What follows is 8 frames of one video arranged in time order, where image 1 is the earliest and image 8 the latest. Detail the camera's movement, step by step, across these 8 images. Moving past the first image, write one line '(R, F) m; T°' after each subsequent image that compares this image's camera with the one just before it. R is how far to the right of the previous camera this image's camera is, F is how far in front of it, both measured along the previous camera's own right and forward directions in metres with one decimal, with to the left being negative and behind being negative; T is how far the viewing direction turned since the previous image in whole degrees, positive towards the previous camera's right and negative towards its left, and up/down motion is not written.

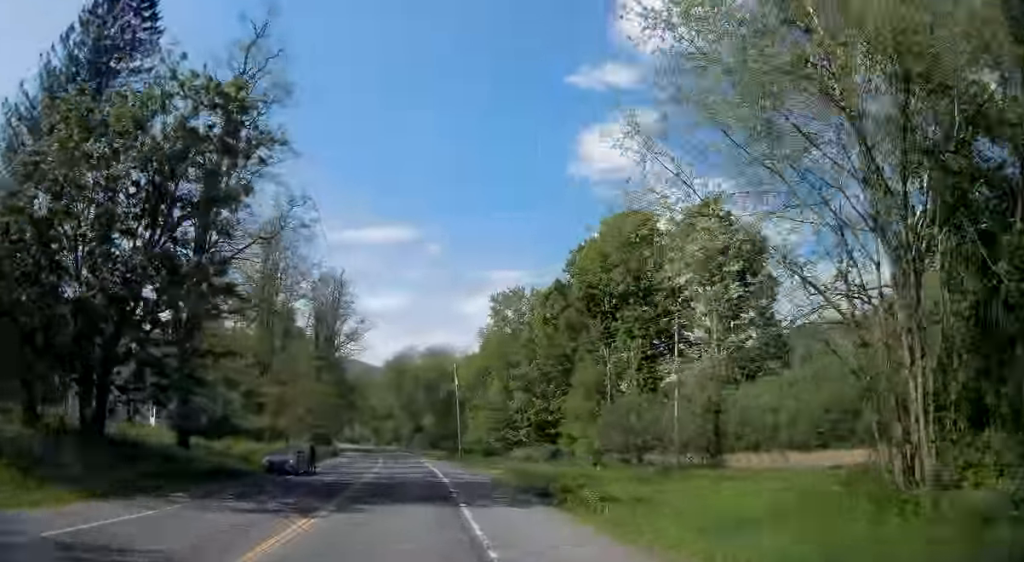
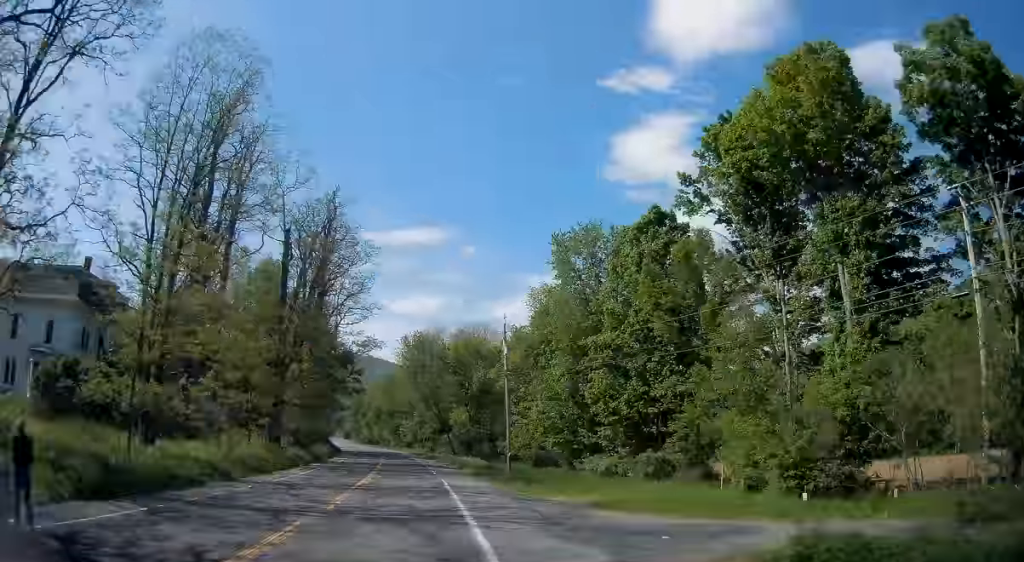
(-0.2, +27.7) m; -2°
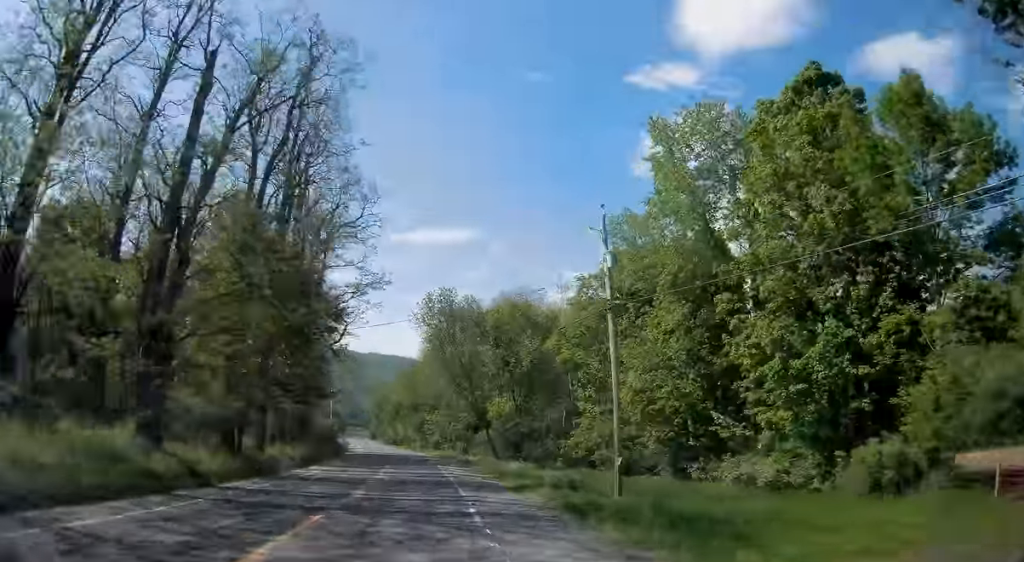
(-0.7, +23.2) m; -3°
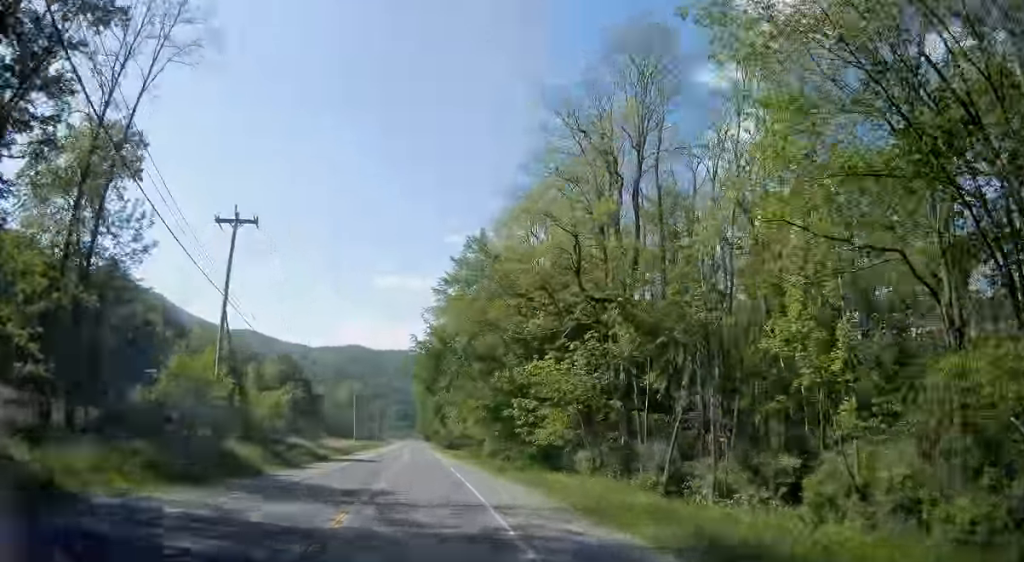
(-4.4, +66.5) m; -7°
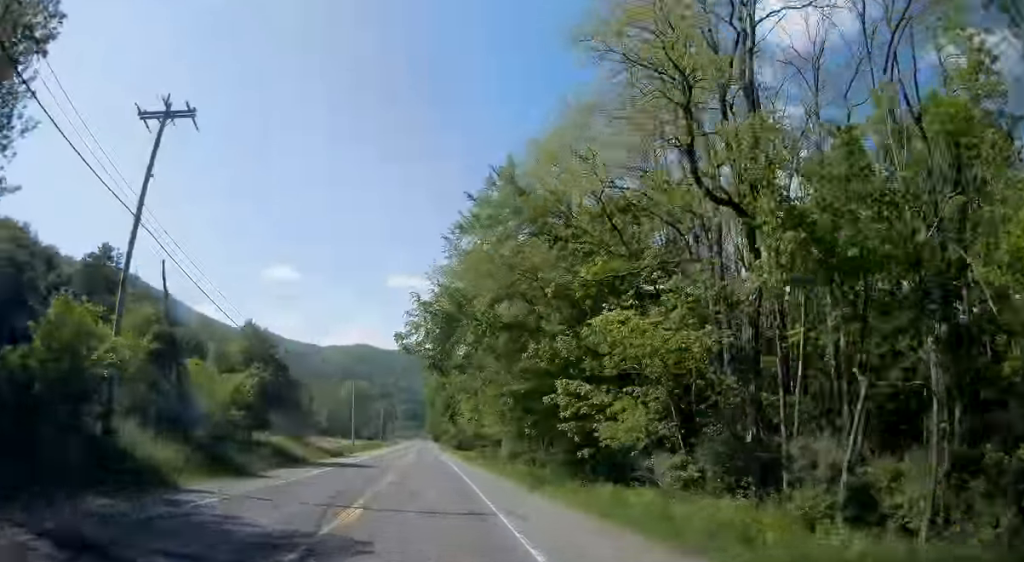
(-0.1, +11.0) m; -1°
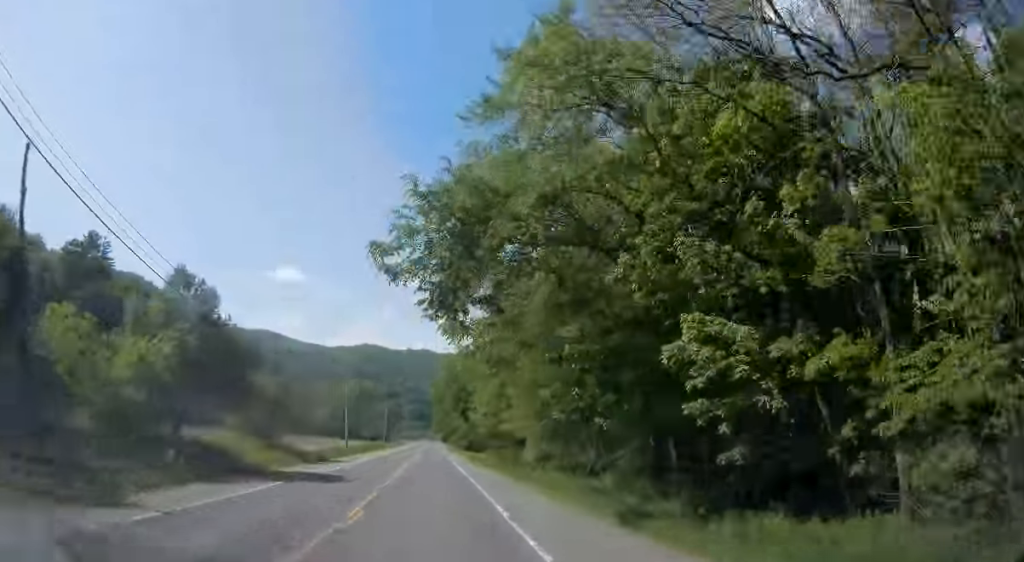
(0.0, +12.8) m; -1°
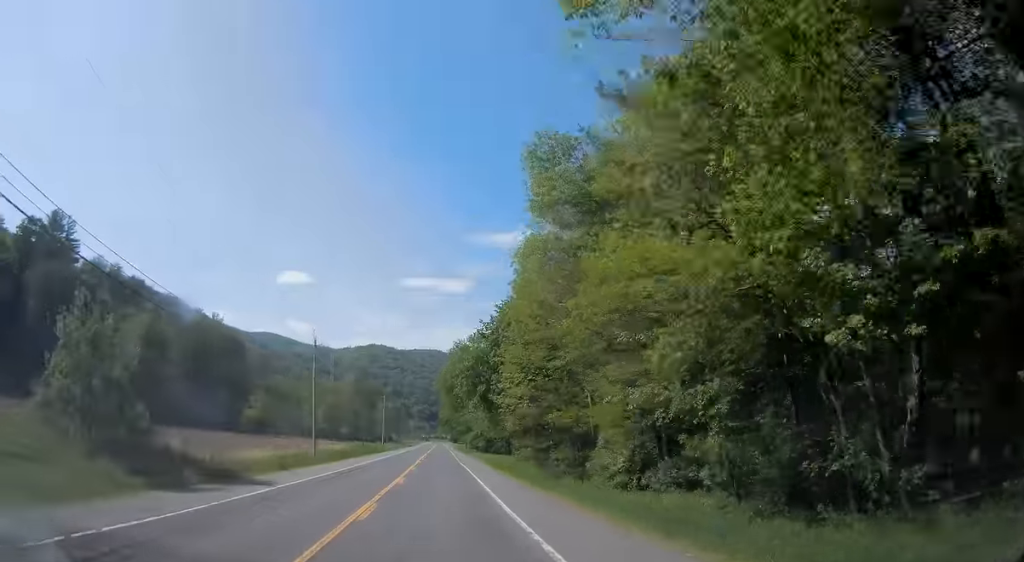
(-0.5, +22.4) m; -2°
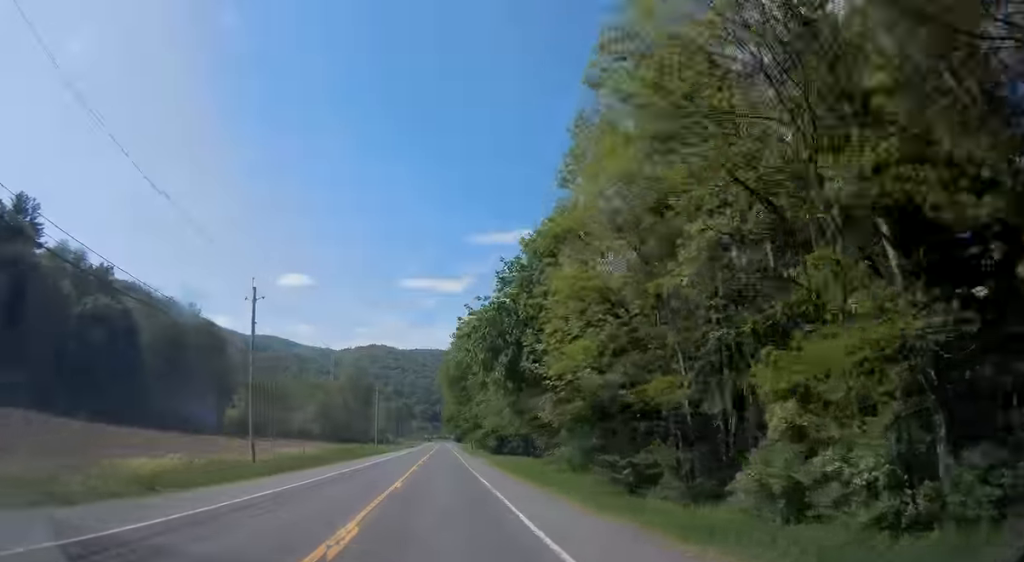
(-0.2, +17.5) m; 0°
